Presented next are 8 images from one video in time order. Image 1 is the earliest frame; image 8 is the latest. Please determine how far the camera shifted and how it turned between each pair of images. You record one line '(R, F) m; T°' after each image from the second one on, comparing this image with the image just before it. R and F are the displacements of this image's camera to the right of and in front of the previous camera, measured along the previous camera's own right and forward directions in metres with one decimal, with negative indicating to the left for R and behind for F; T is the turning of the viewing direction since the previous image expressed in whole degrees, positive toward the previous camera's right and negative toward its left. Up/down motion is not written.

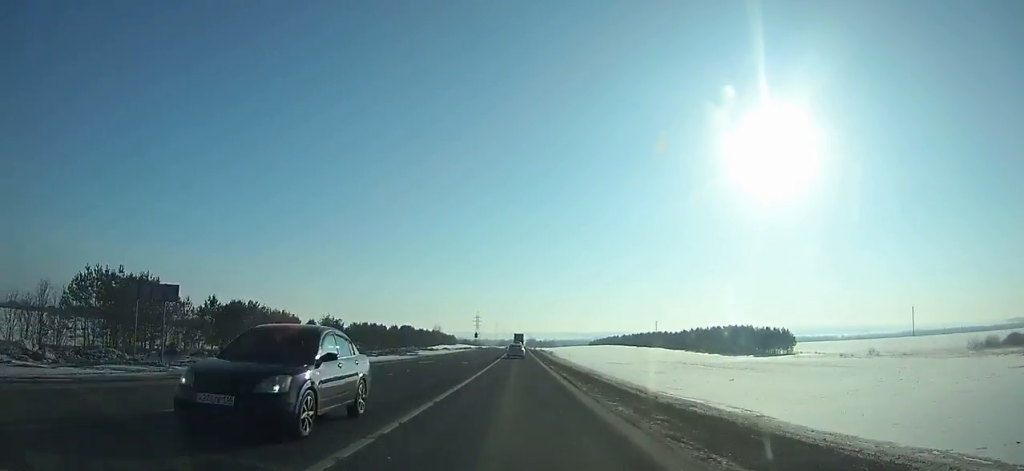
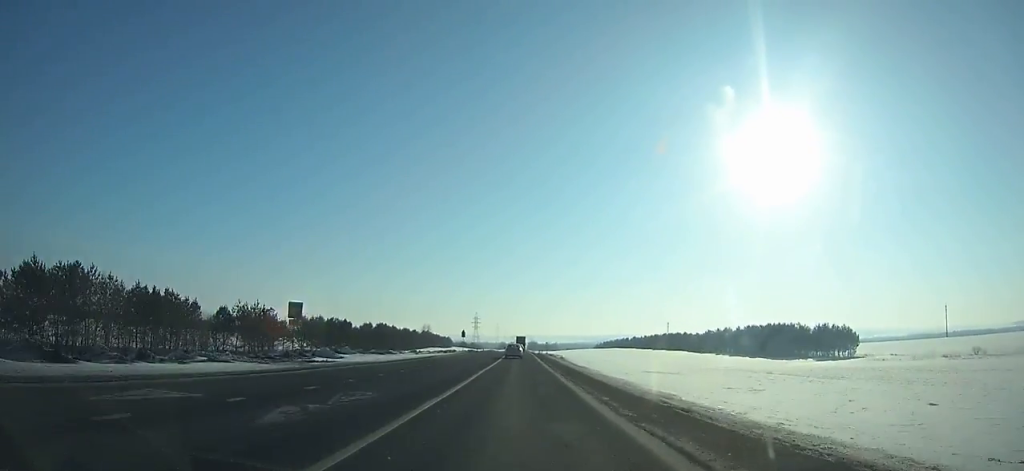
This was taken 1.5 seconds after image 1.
(0.0, +33.9) m; 0°
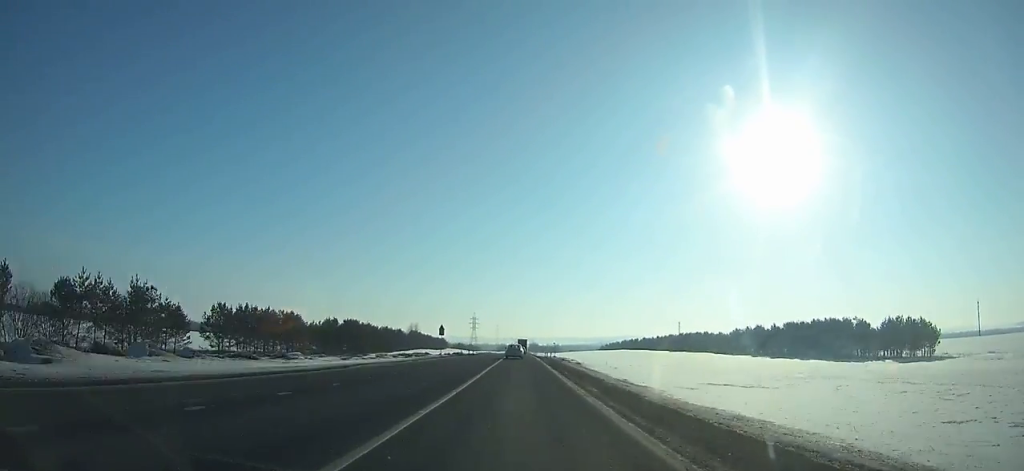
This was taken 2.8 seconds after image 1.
(+0.1, +29.5) m; 0°
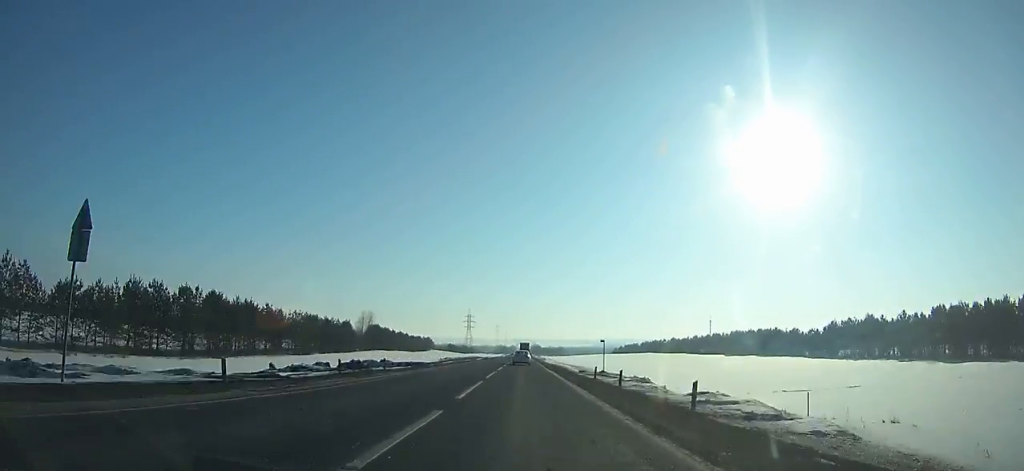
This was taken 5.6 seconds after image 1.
(-0.1, +64.4) m; 0°
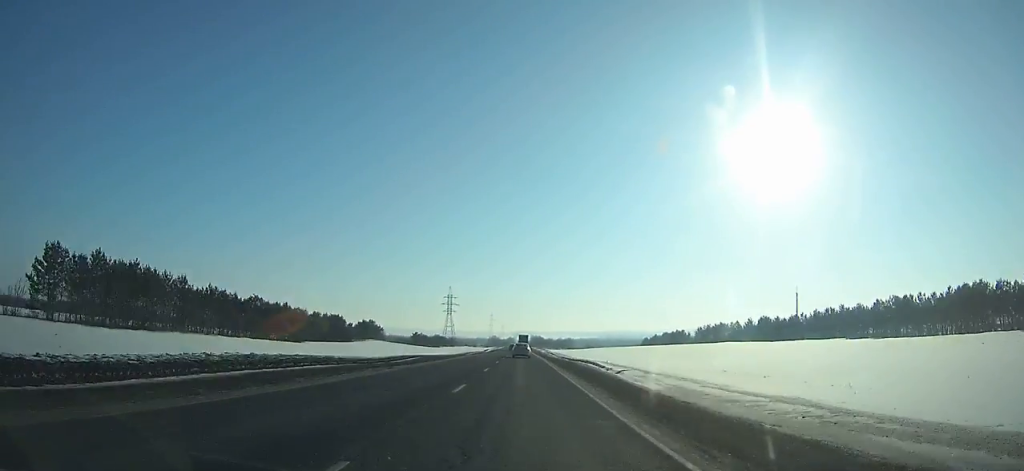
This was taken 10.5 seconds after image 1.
(+0.5, +114.2) m; 0°
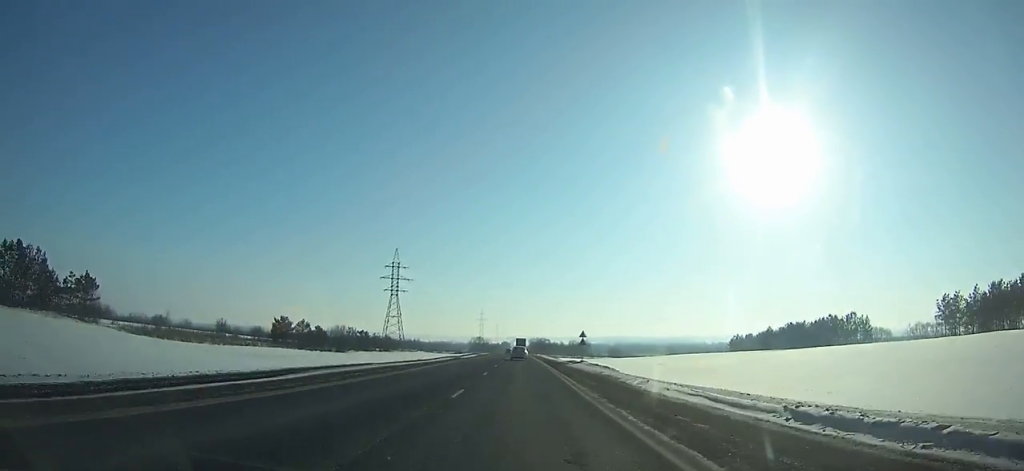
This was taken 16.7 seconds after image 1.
(+0.2, +145.8) m; 0°
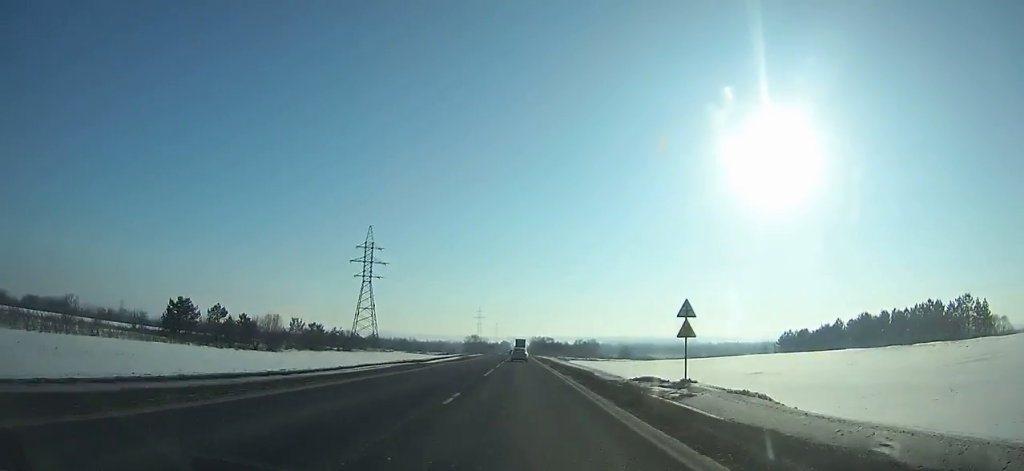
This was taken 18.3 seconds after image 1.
(0.0, +37.8) m; 0°
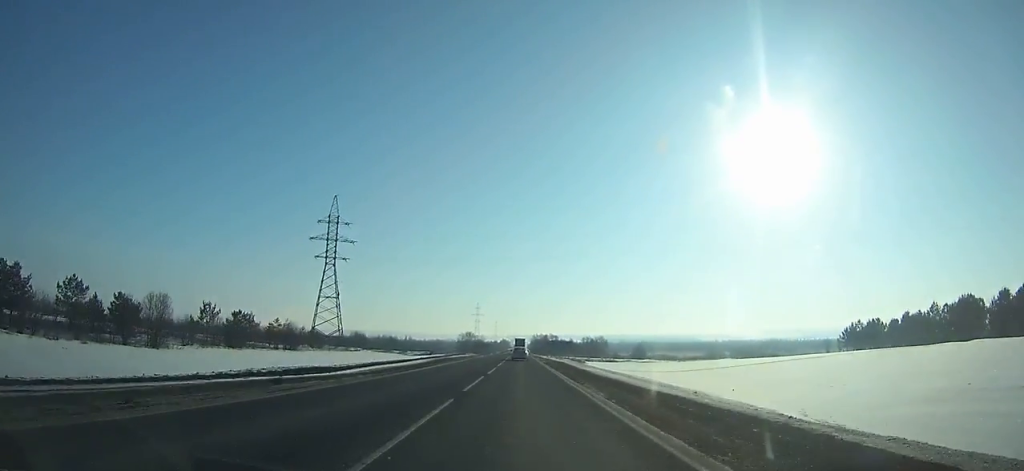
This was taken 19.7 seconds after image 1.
(0.0, +33.2) m; 0°
